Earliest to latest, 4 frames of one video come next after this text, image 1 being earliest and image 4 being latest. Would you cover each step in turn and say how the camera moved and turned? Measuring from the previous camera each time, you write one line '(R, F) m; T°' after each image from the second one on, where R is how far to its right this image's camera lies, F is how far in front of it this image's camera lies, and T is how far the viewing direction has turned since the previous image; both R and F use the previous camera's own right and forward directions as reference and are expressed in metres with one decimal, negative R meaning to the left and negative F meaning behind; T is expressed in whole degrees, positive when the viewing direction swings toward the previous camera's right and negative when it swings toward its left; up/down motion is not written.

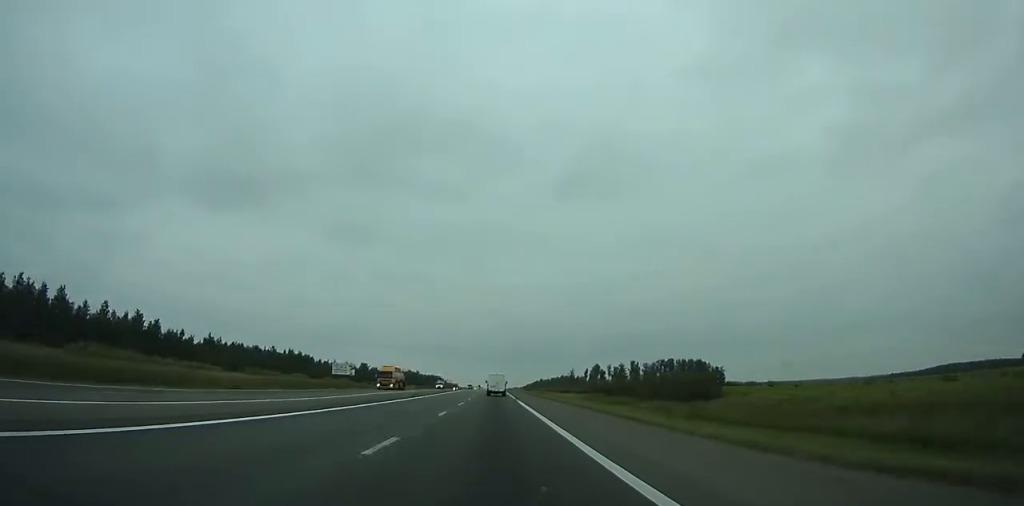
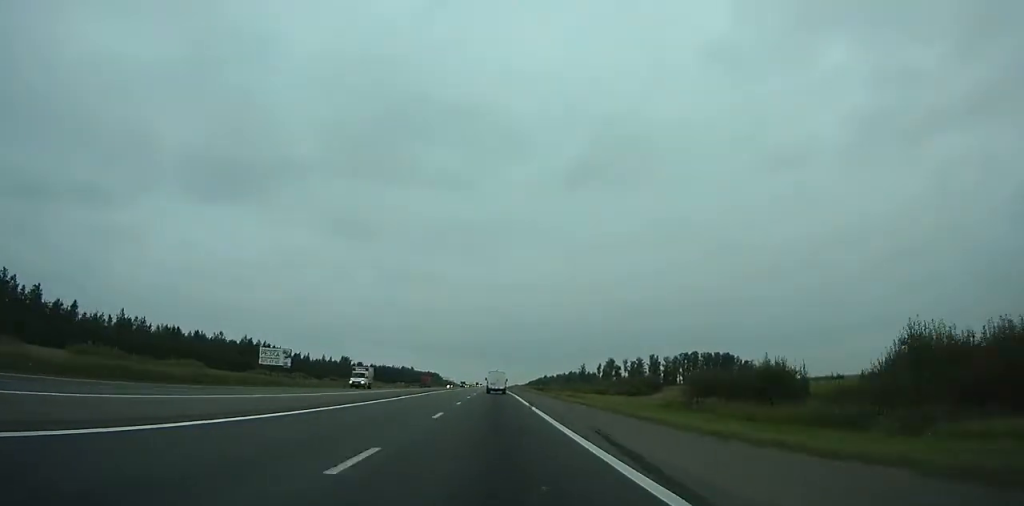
(0.0, +49.4) m; 0°
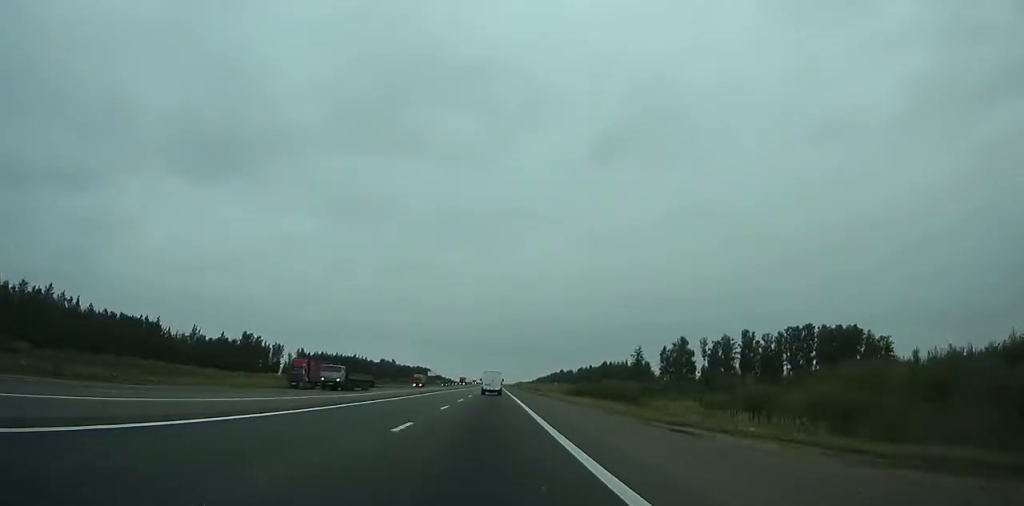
(+0.2, +137.0) m; 0°
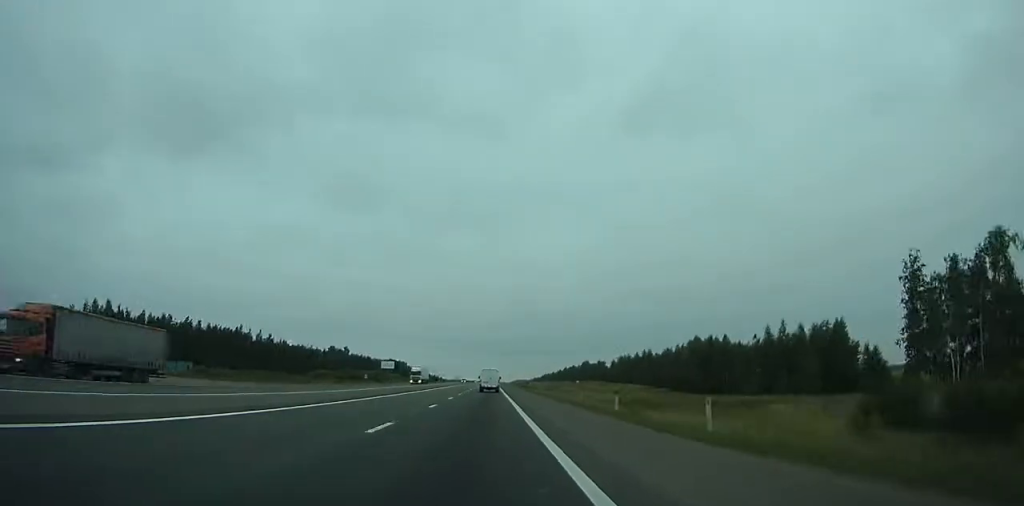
(0.0, +157.3) m; 0°
